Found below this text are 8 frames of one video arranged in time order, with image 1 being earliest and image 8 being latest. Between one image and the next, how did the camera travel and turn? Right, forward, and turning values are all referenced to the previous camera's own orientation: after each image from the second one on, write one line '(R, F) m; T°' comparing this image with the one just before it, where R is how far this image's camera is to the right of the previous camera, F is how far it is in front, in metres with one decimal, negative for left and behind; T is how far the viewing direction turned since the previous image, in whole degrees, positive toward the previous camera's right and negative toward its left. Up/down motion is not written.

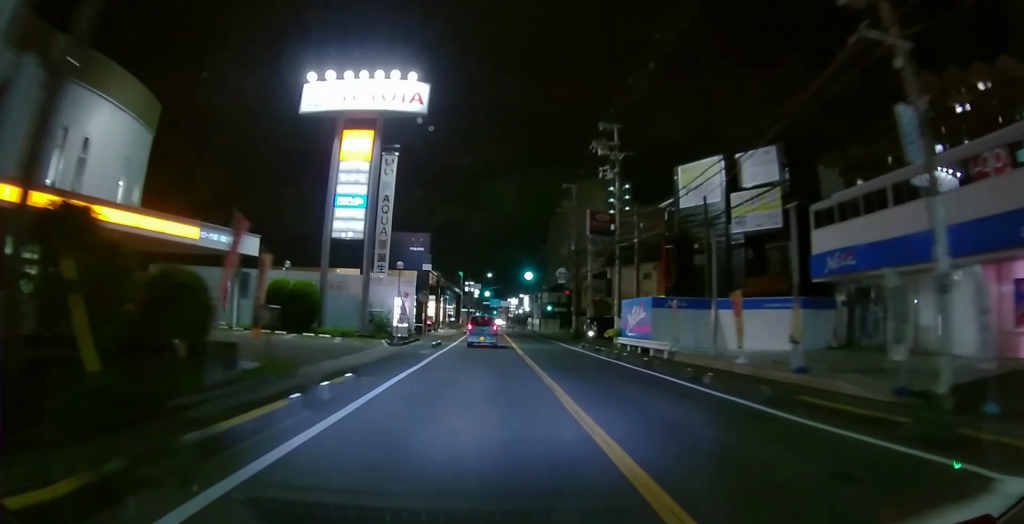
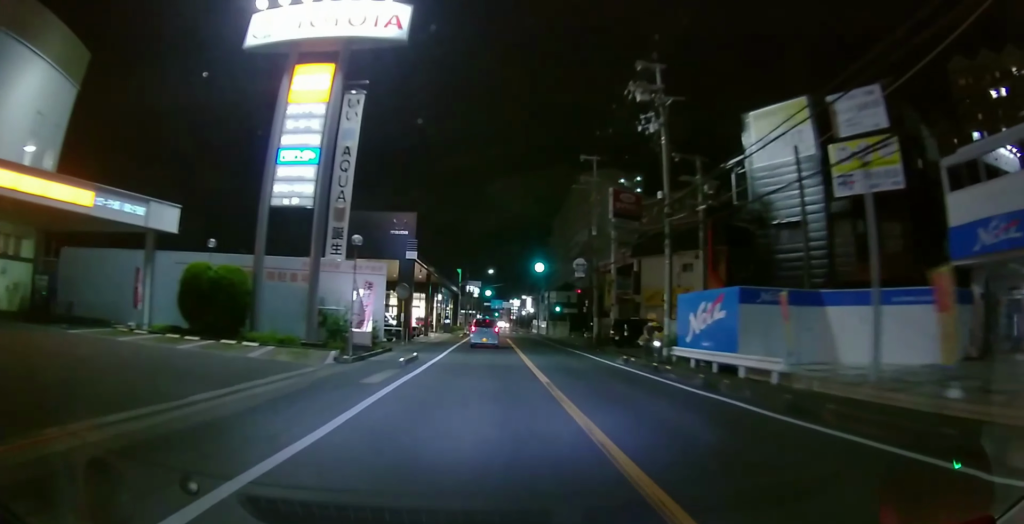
(0.0, +8.6) m; 0°
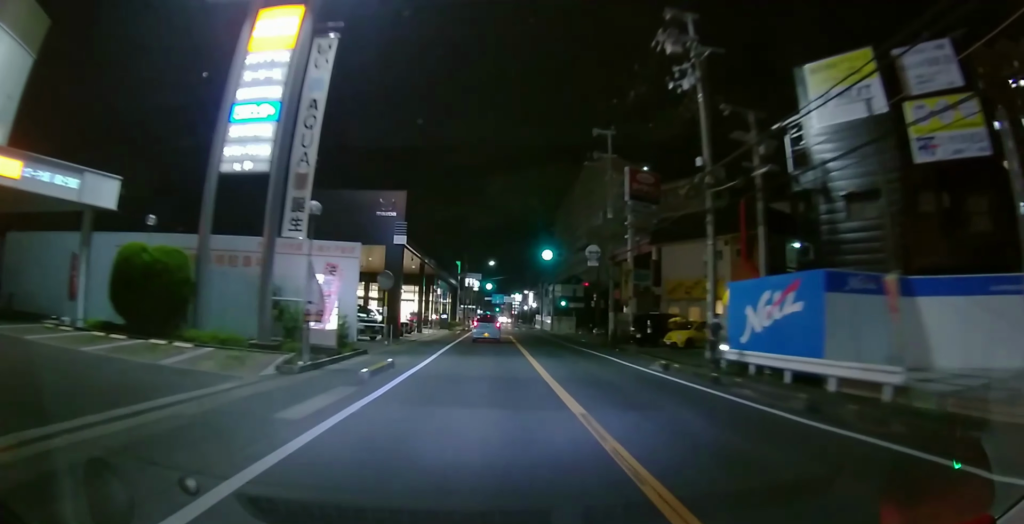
(0.0, +4.8) m; 0°
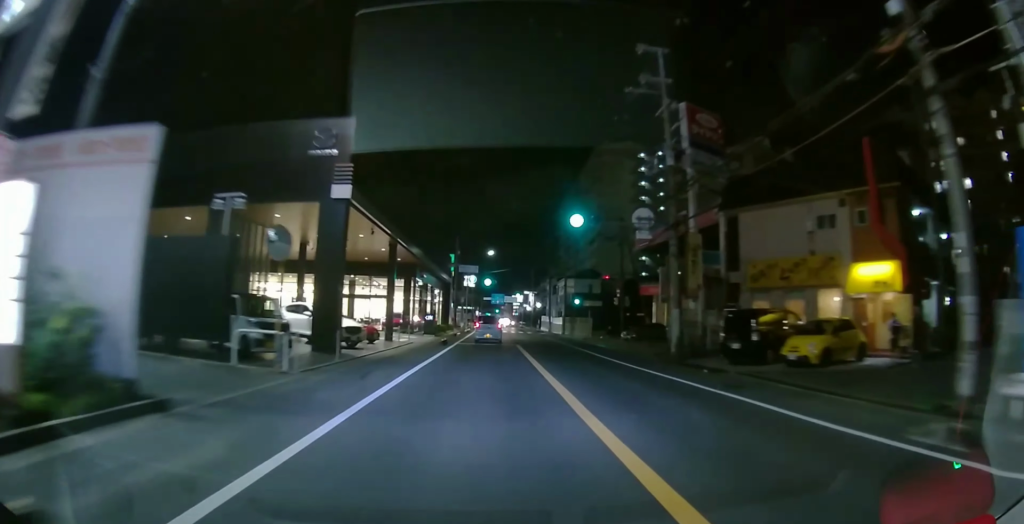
(+0.1, +11.2) m; +1°
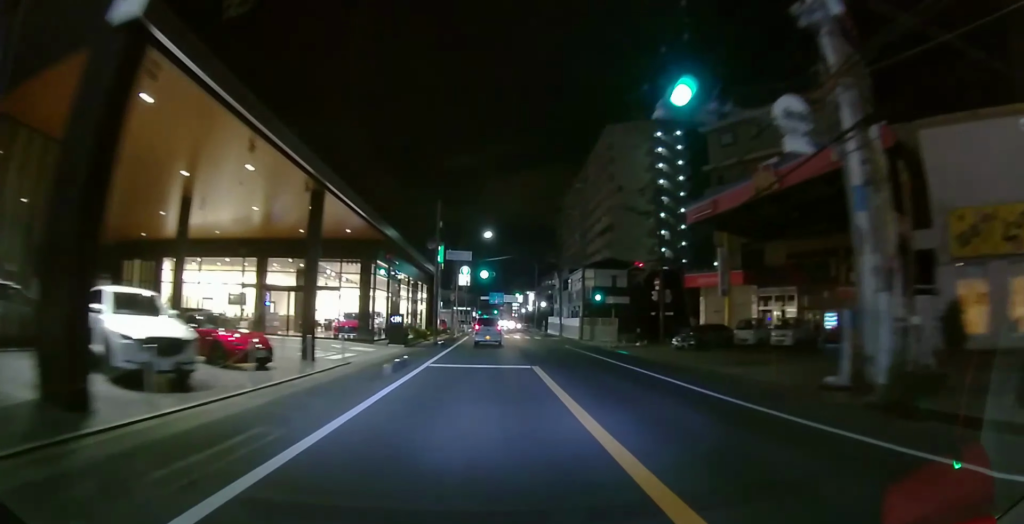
(0.0, +12.0) m; -1°
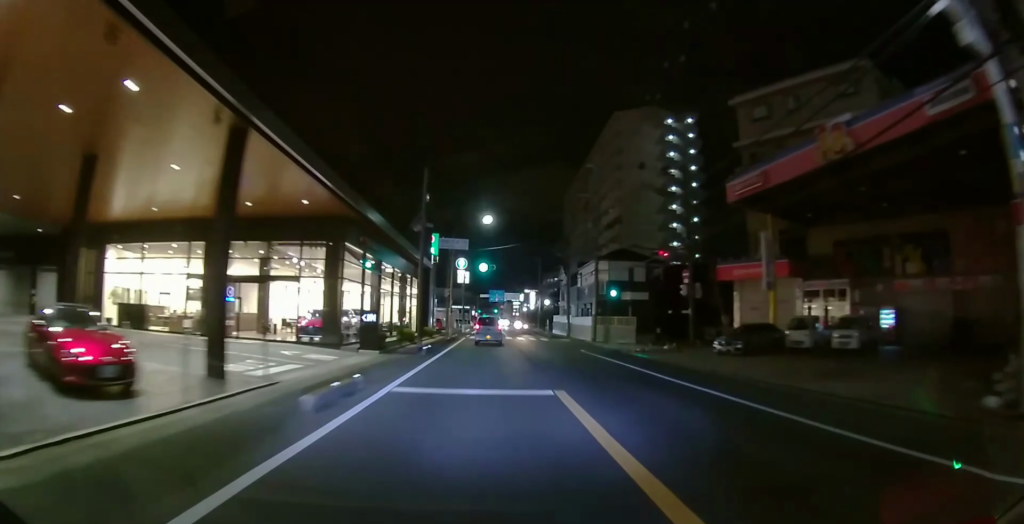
(-0.1, +6.0) m; -1°
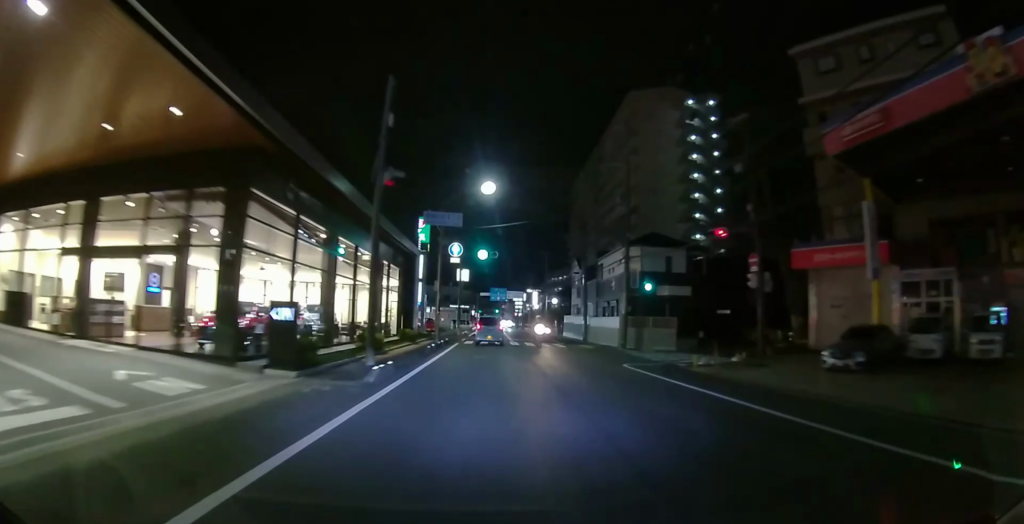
(0.0, +8.3) m; 0°
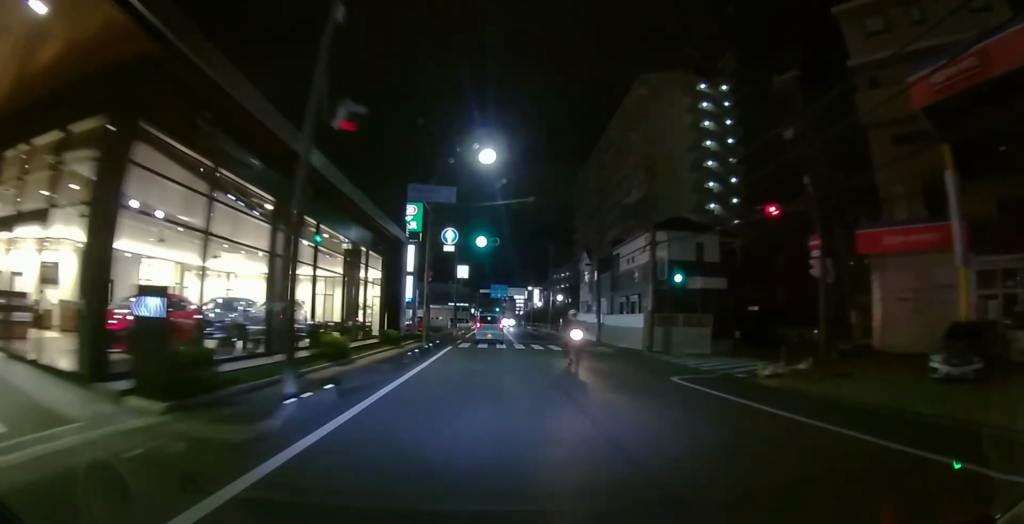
(0.0, +5.5) m; 0°
